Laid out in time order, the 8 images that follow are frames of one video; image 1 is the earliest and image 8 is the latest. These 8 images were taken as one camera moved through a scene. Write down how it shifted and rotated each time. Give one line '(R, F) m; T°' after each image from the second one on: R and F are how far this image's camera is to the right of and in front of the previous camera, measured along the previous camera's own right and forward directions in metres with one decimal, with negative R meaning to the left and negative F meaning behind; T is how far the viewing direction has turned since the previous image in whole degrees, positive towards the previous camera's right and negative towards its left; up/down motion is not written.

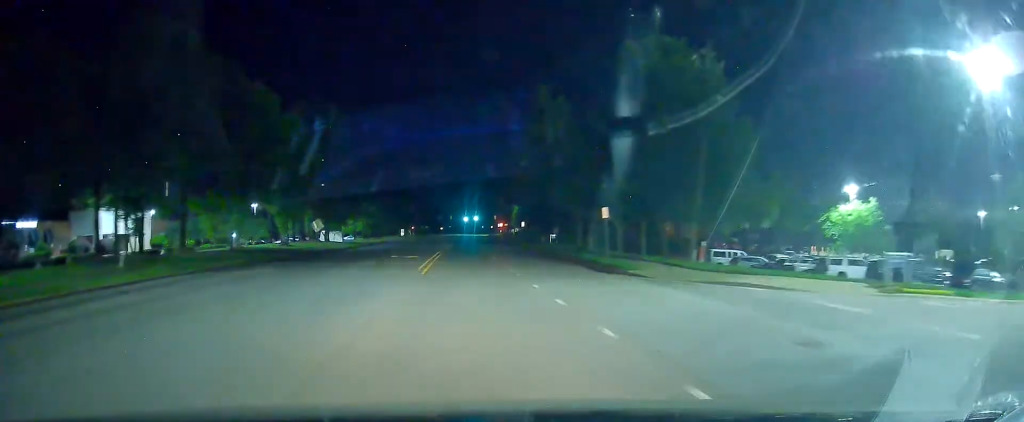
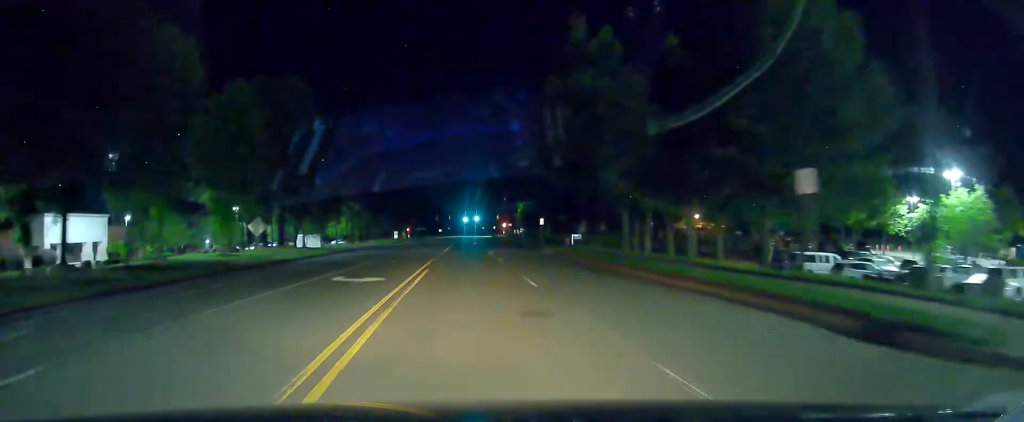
(-0.4, +16.4) m; -2°
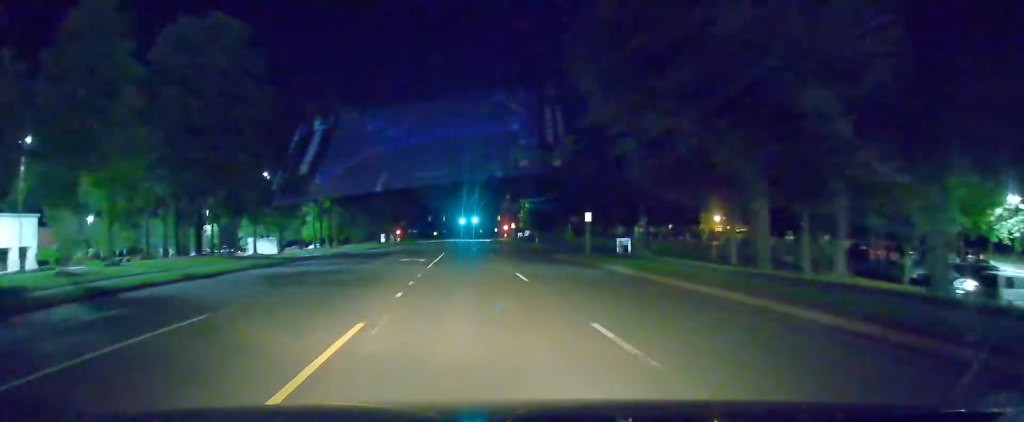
(-0.2, +20.1) m; +1°
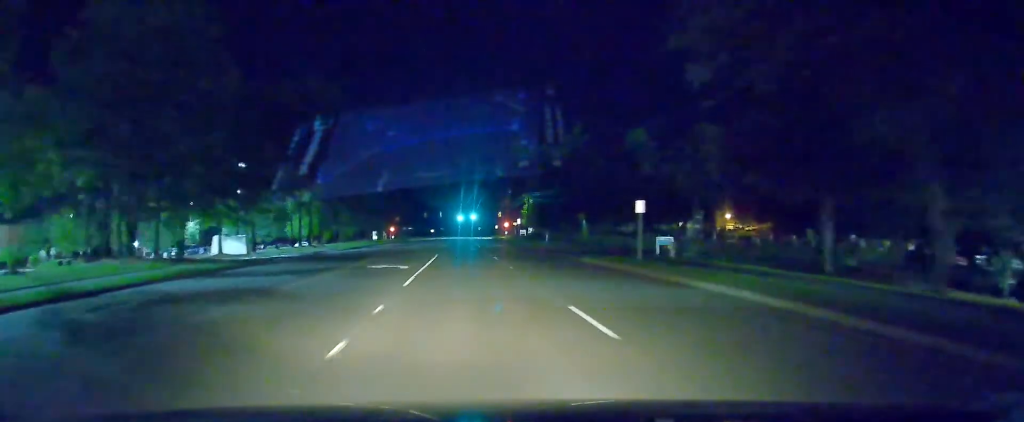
(+0.1, +9.6) m; 0°
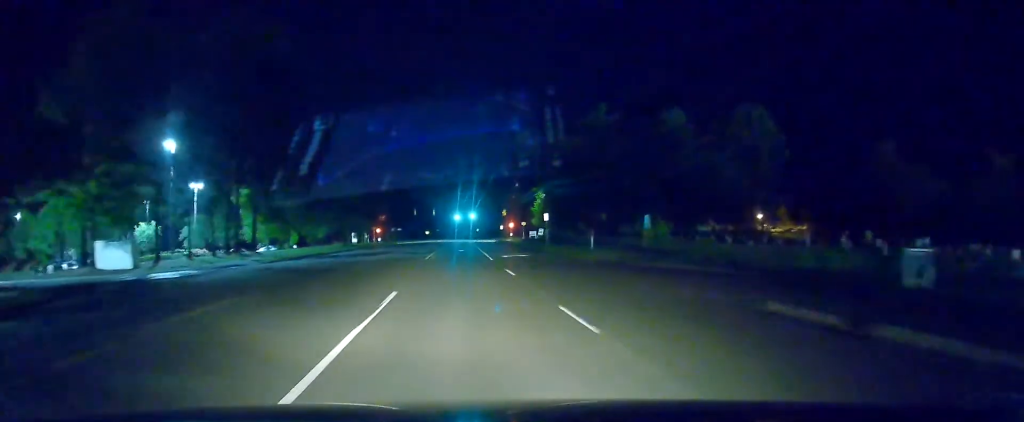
(0.0, +23.6) m; -1°
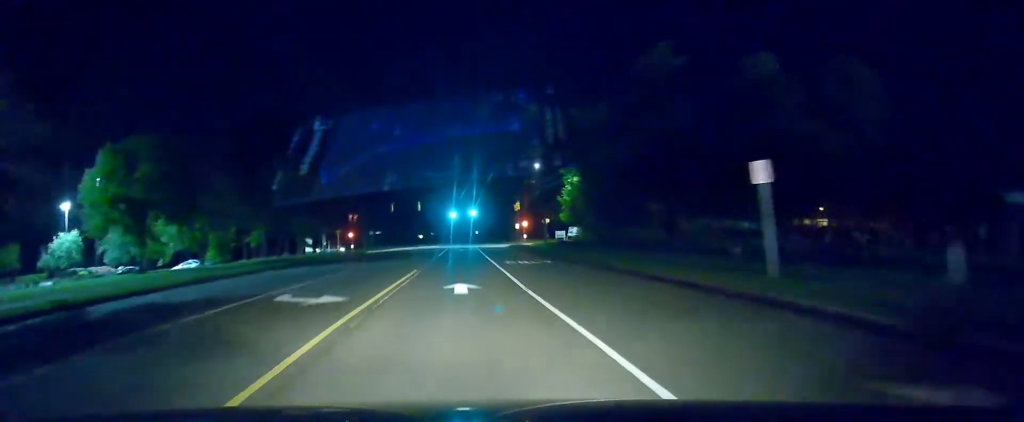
(-0.2, +33.3) m; +1°
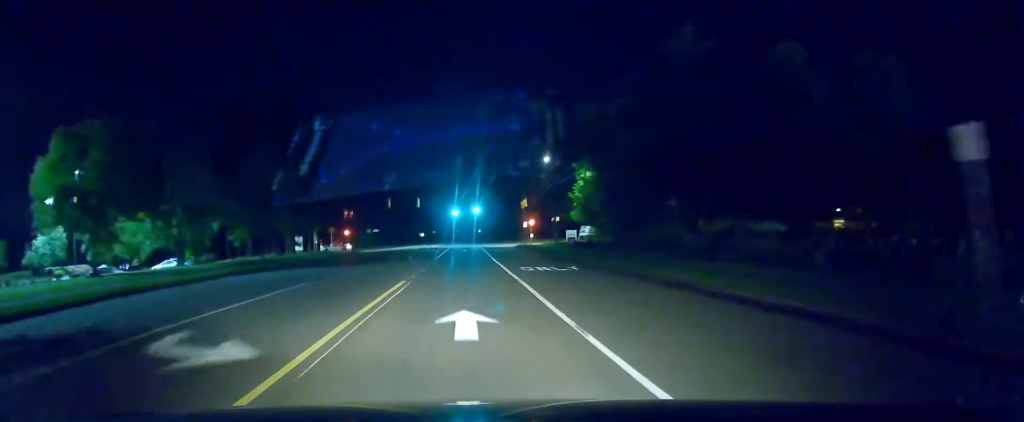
(0.0, +6.8) m; 0°
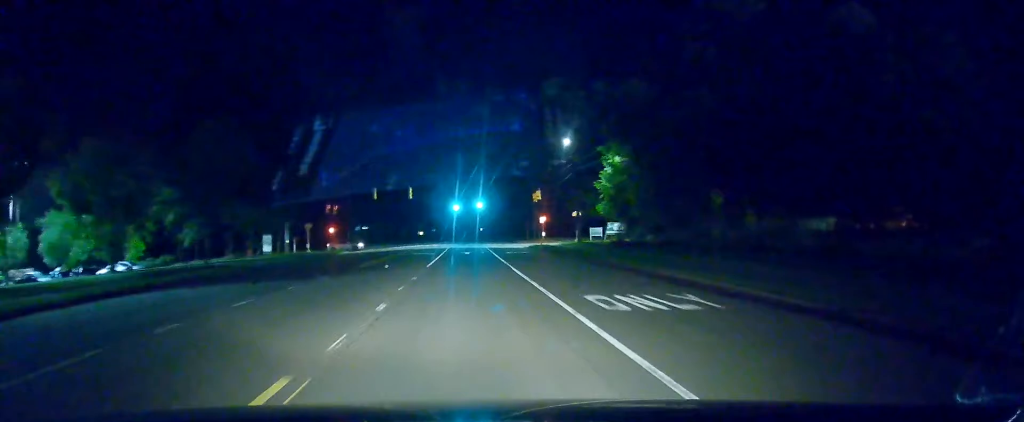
(+0.3, +13.0) m; 0°
